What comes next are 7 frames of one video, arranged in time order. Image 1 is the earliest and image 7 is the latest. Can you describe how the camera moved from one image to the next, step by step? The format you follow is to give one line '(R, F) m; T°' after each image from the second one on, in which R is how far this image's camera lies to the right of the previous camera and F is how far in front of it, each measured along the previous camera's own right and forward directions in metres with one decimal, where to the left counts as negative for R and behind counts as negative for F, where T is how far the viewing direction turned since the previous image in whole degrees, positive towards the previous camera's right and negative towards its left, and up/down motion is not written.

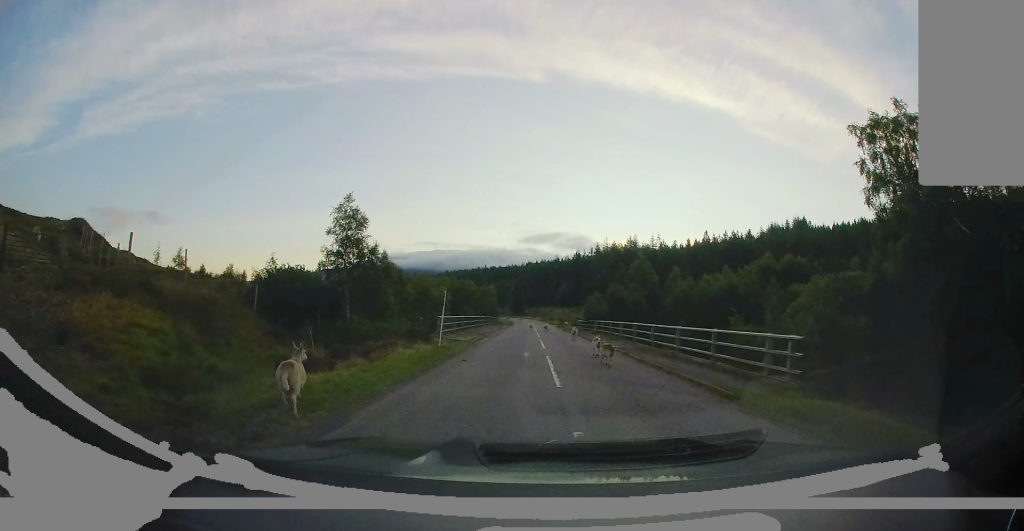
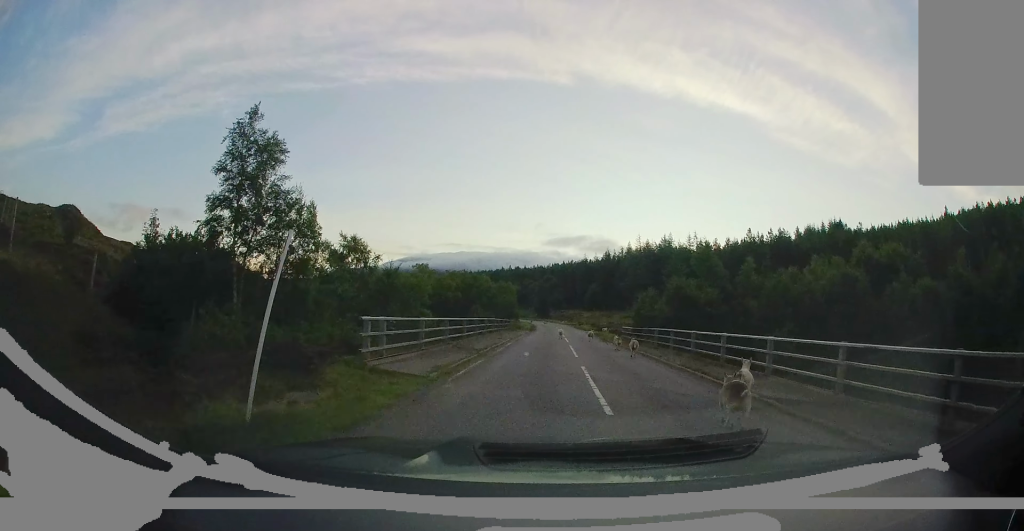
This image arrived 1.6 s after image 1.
(+0.8, +12.0) m; +3°
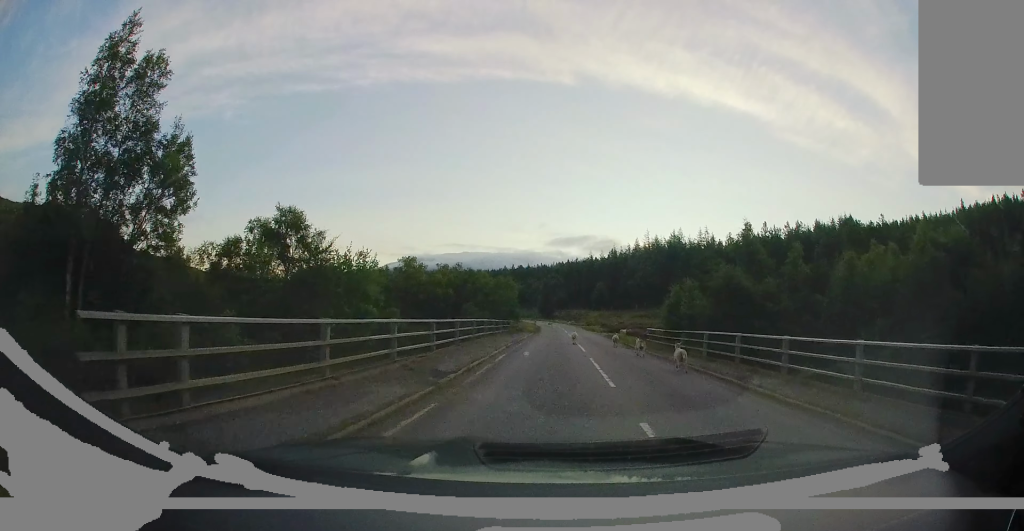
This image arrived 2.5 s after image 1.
(-0.3, +6.4) m; -3°
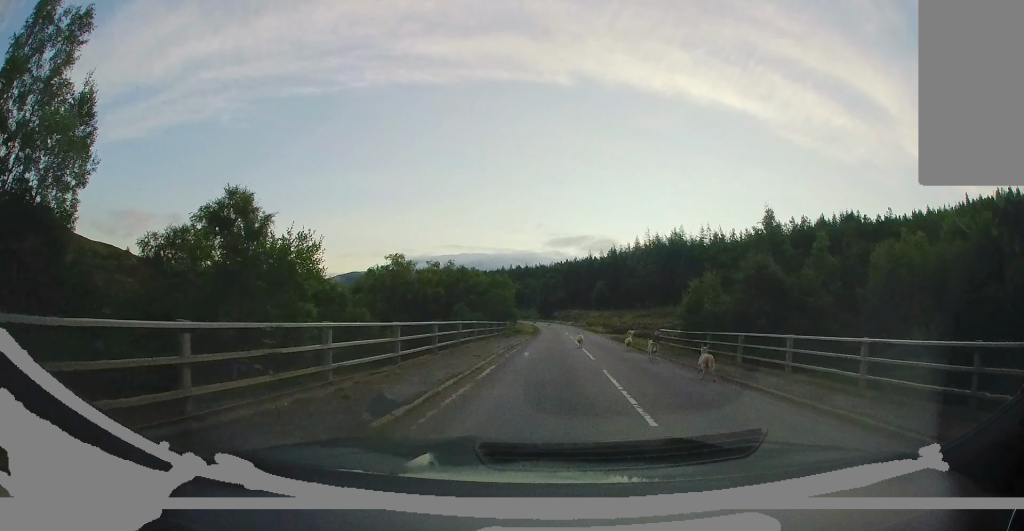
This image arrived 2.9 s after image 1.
(-0.1, +3.1) m; -2°
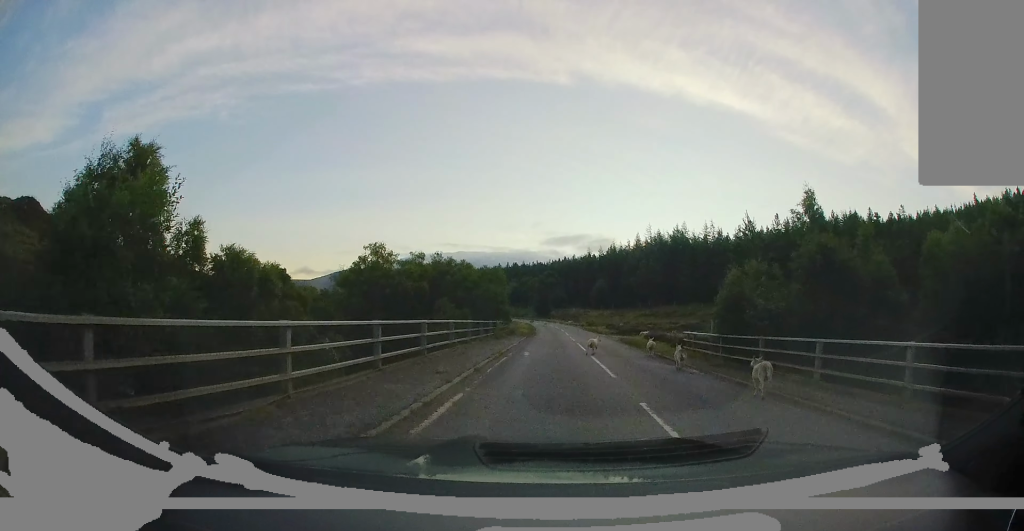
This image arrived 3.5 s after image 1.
(+0.1, +4.3) m; -3°
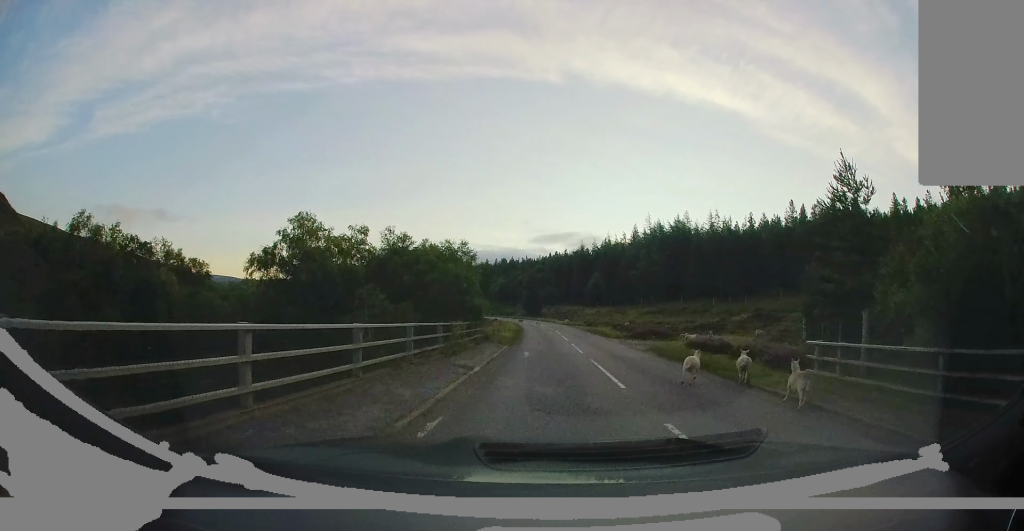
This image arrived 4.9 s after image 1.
(-0.5, +10.2) m; 0°
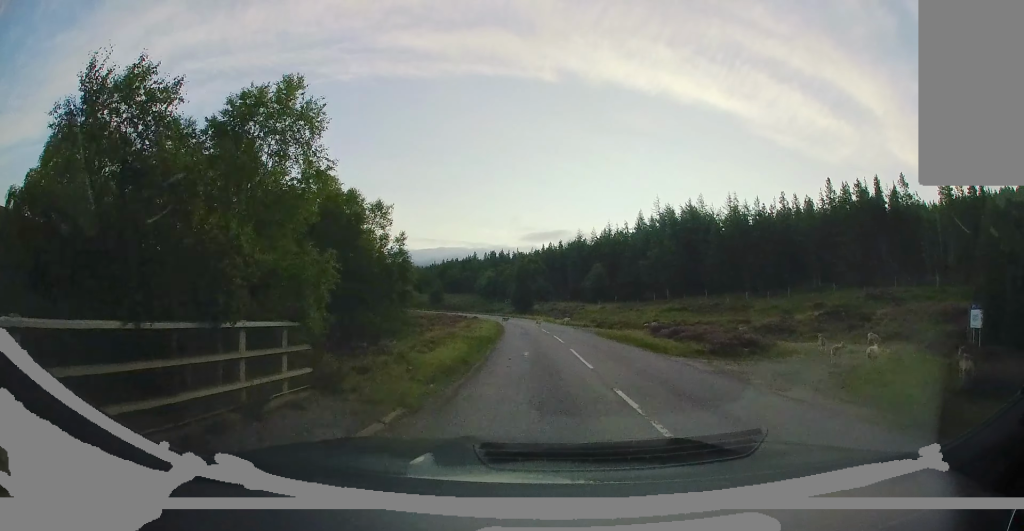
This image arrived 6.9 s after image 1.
(+1.1, +14.6) m; +5°
